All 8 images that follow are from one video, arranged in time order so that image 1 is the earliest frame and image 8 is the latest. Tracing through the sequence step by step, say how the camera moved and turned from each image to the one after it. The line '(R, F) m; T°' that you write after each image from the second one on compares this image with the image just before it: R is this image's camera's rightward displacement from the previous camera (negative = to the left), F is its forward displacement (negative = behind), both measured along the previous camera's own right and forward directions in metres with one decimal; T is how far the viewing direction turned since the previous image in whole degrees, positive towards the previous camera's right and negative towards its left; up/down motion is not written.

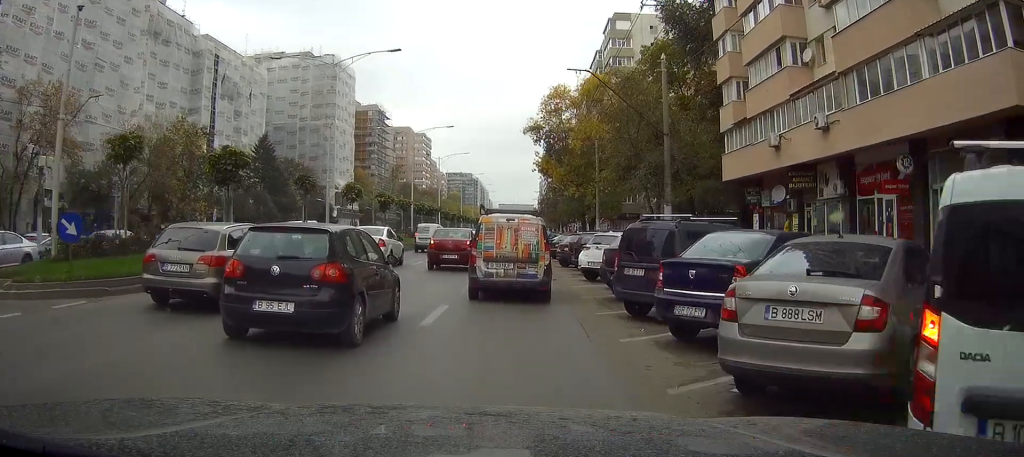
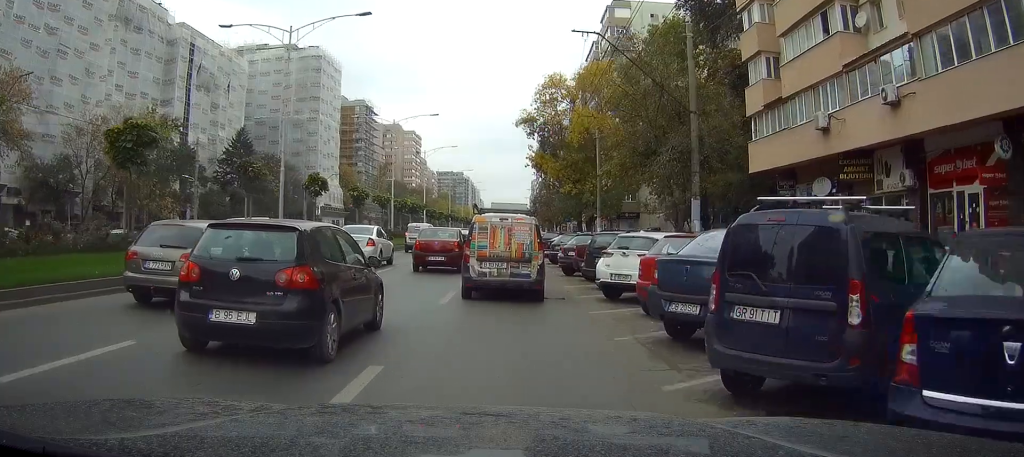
(+0.1, +6.3) m; +1°
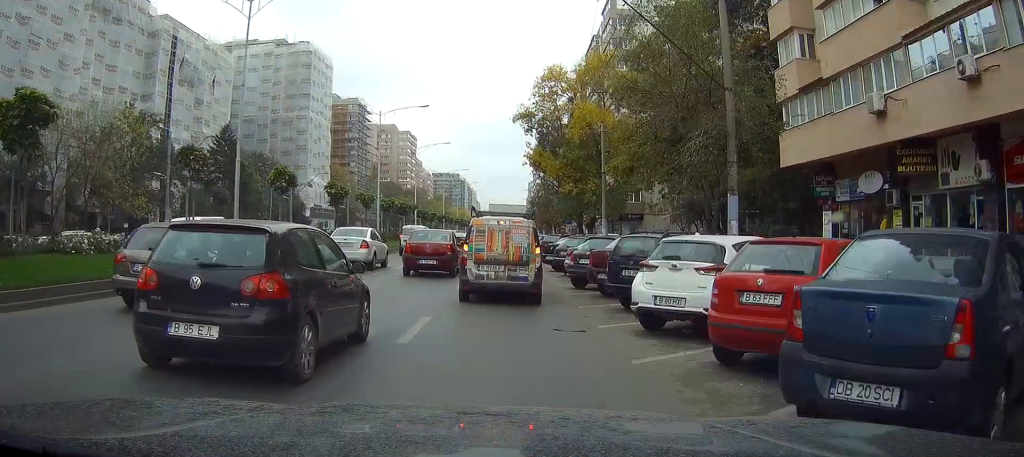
(0.0, +4.7) m; 0°
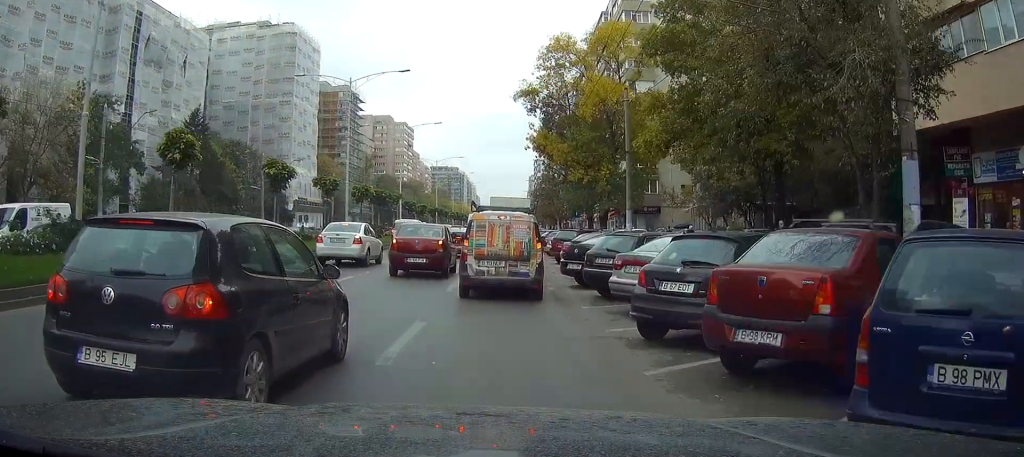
(-0.1, +10.2) m; -2°
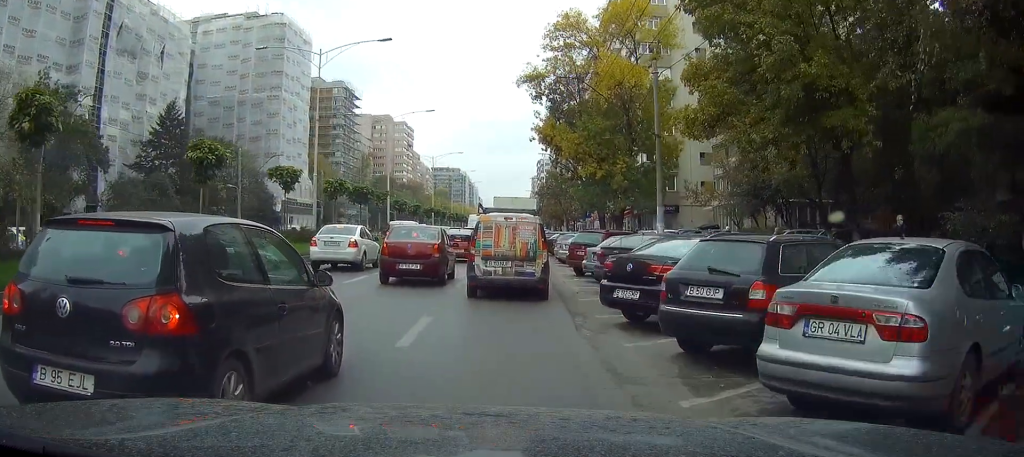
(-0.2, +7.5) m; -4°
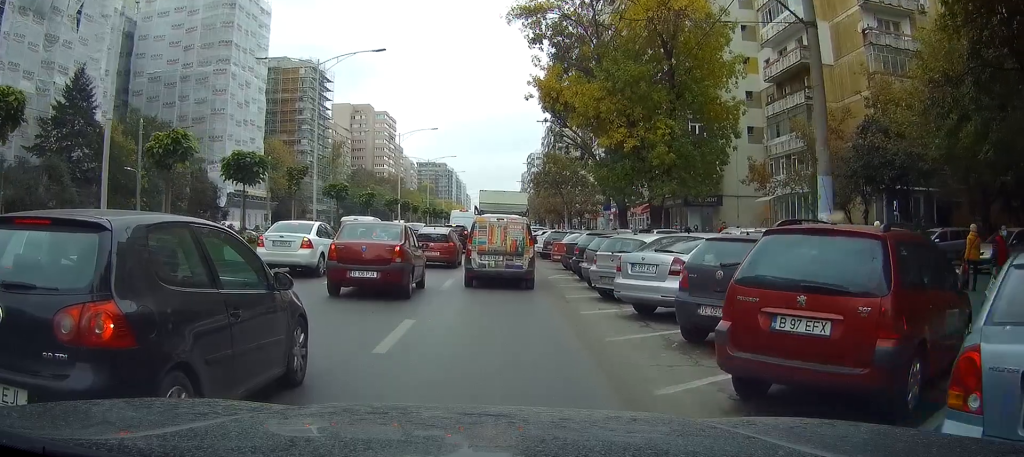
(-0.4, +18.4) m; +6°
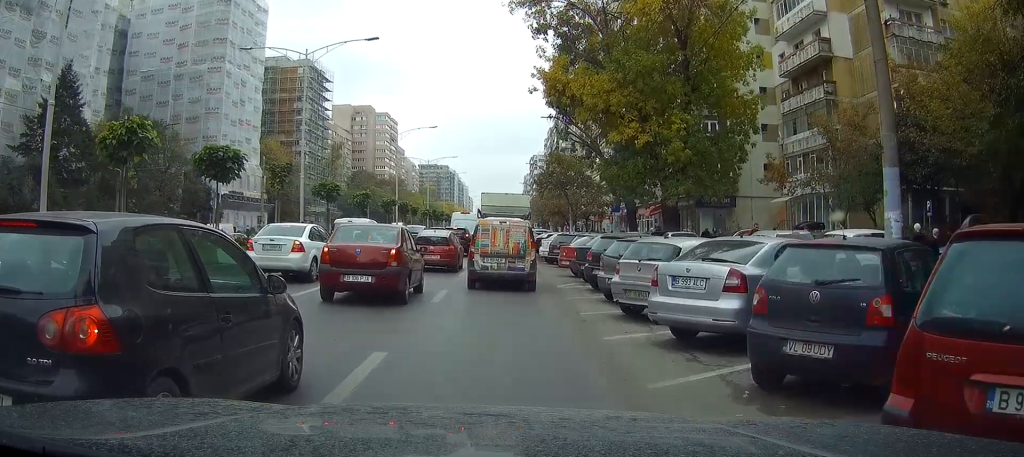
(+0.1, +2.9) m; +2°
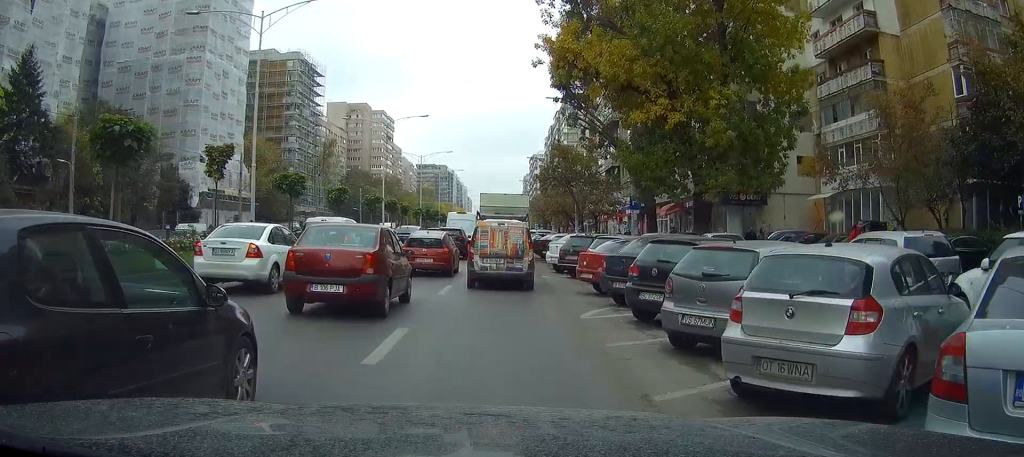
(+0.2, +6.9) m; +2°
